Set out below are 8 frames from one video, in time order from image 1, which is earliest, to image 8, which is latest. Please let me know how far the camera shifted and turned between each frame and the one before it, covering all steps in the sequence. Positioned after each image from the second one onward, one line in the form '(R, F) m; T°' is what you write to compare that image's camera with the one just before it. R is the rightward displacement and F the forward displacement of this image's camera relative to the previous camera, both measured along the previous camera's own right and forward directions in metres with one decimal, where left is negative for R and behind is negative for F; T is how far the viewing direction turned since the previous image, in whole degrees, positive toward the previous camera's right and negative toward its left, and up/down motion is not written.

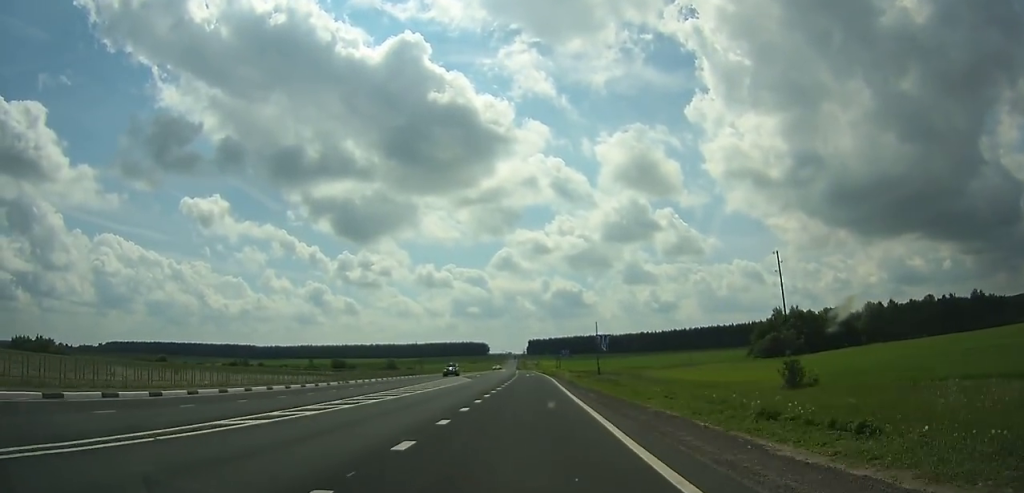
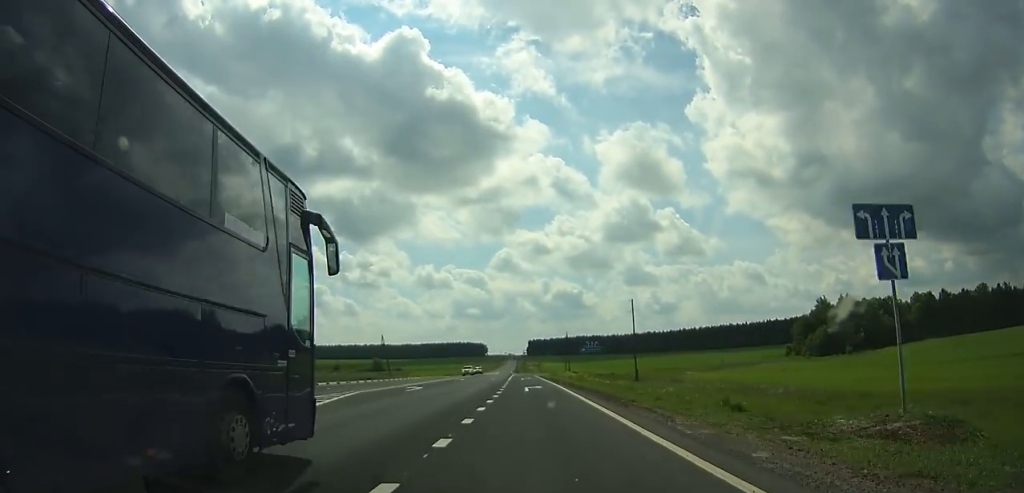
(0.0, +48.6) m; -1°
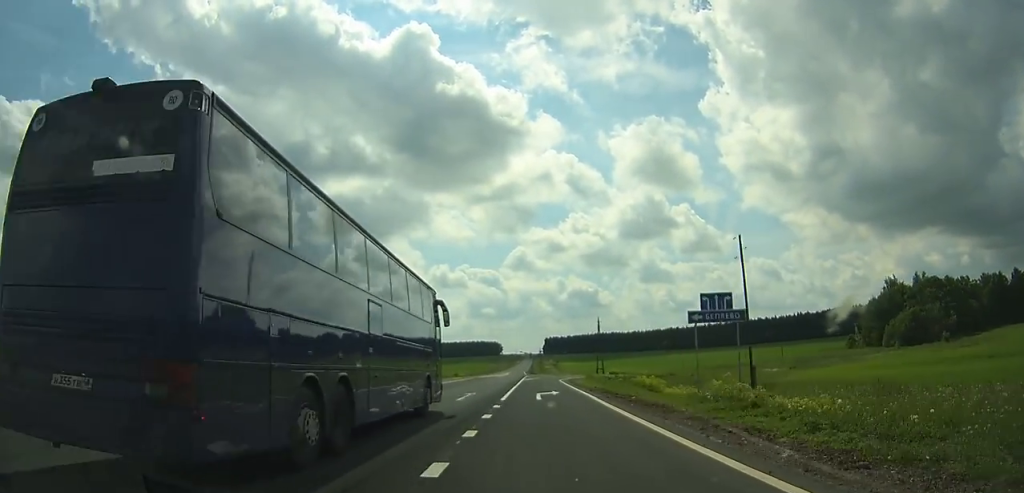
(-0.8, +42.1) m; -1°
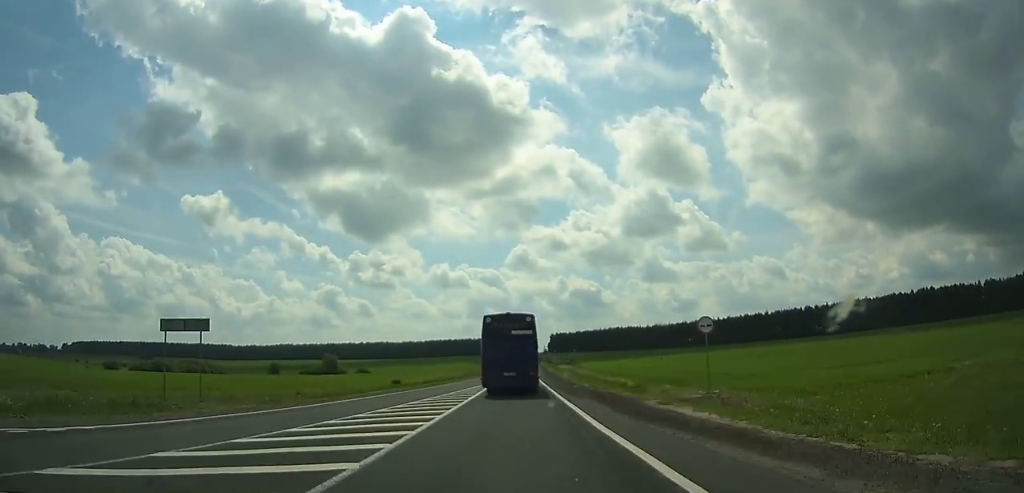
(-1.1, +111.7) m; 0°
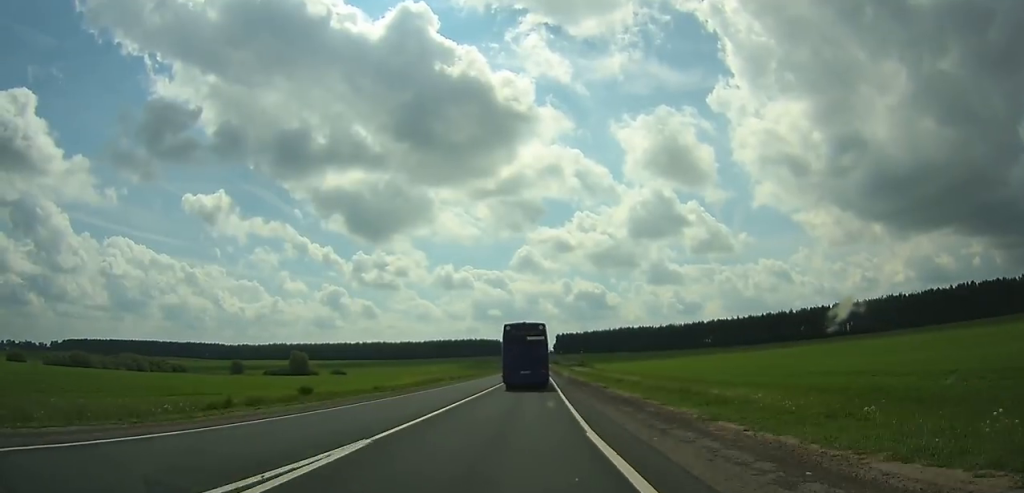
(+0.2, +43.7) m; 0°
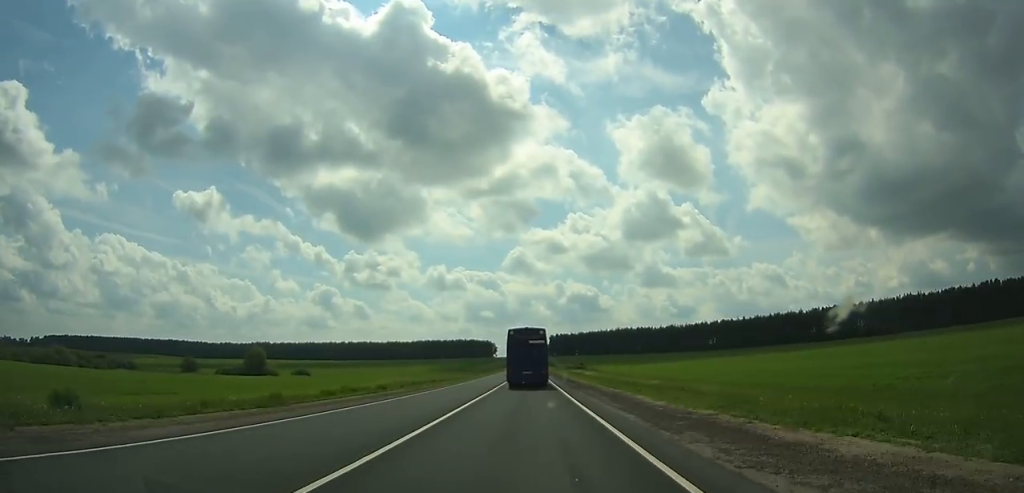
(0.0, +33.5) m; 0°
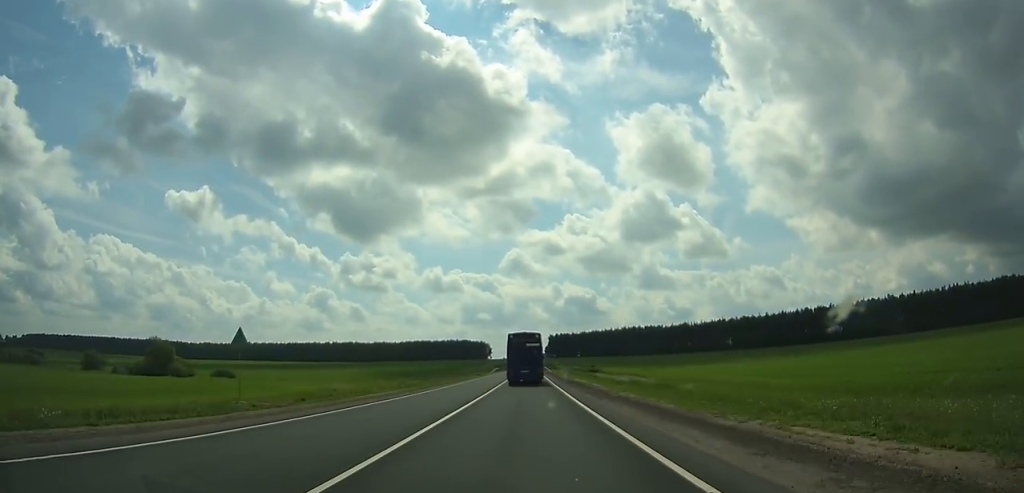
(+0.3, +53.6) m; 0°
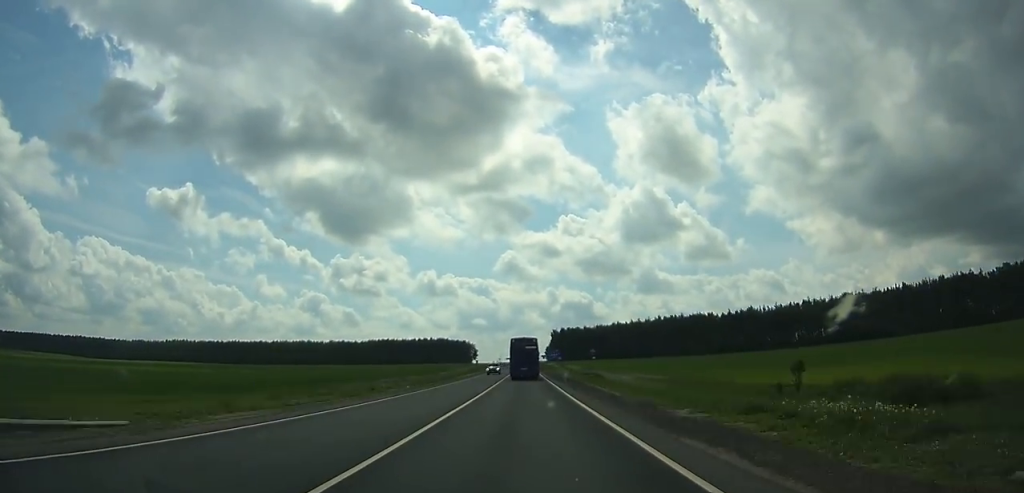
(+0.9, +142.1) m; +1°
